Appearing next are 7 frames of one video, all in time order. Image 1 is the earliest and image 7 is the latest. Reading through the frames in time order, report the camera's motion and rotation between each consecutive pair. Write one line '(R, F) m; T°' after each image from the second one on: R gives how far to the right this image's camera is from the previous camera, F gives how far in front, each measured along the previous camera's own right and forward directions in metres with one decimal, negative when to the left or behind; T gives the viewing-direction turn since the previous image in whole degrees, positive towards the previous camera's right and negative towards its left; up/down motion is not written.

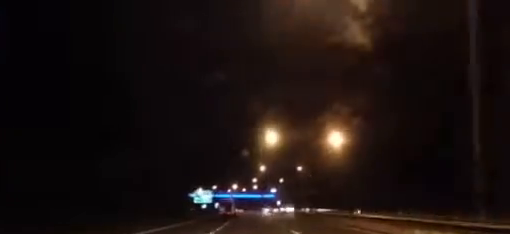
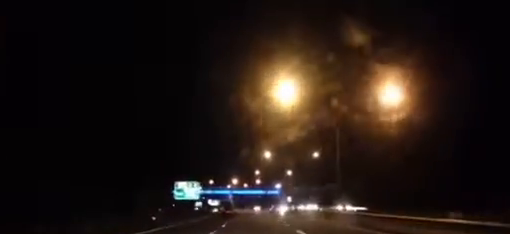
(0.0, +36.6) m; 0°
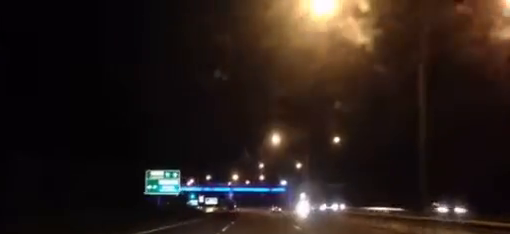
(0.0, +28.3) m; 0°
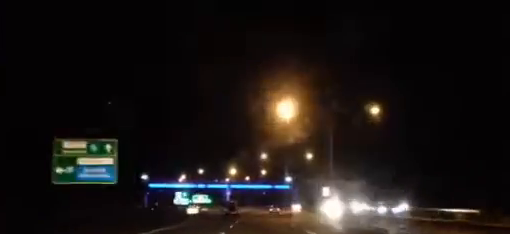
(0.0, +31.1) m; 0°
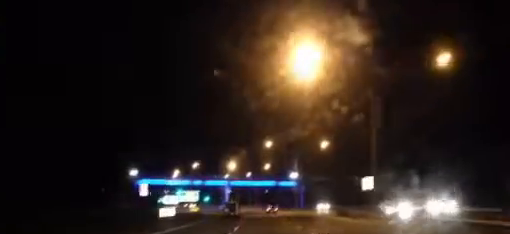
(0.0, +23.1) m; 0°
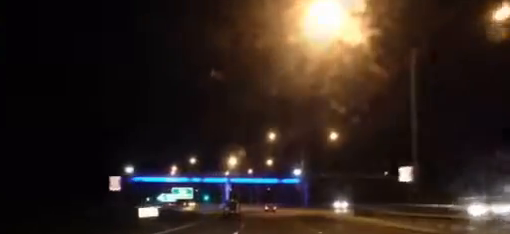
(0.0, +10.5) m; 0°
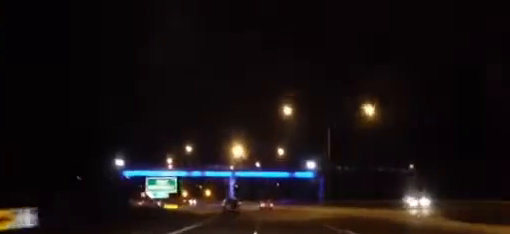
(-0.2, +24.5) m; -2°
